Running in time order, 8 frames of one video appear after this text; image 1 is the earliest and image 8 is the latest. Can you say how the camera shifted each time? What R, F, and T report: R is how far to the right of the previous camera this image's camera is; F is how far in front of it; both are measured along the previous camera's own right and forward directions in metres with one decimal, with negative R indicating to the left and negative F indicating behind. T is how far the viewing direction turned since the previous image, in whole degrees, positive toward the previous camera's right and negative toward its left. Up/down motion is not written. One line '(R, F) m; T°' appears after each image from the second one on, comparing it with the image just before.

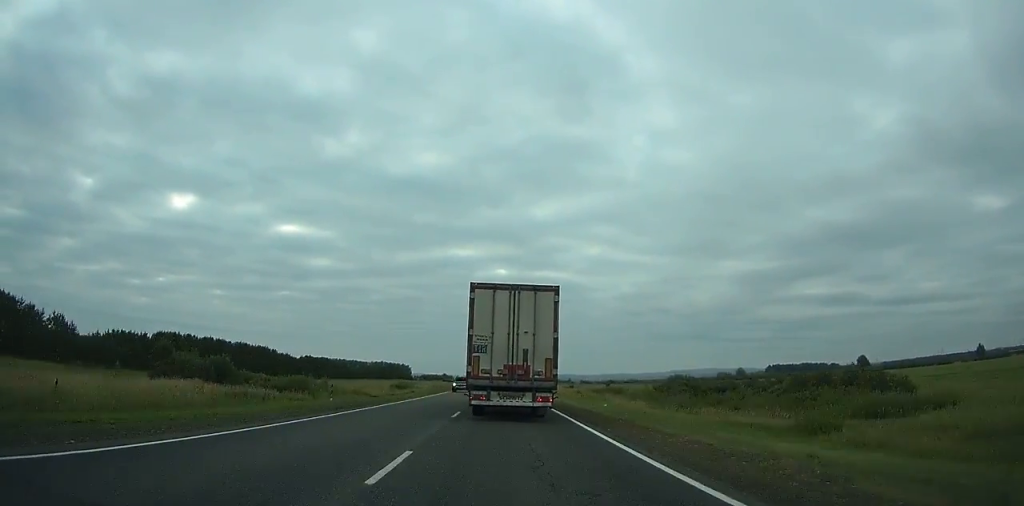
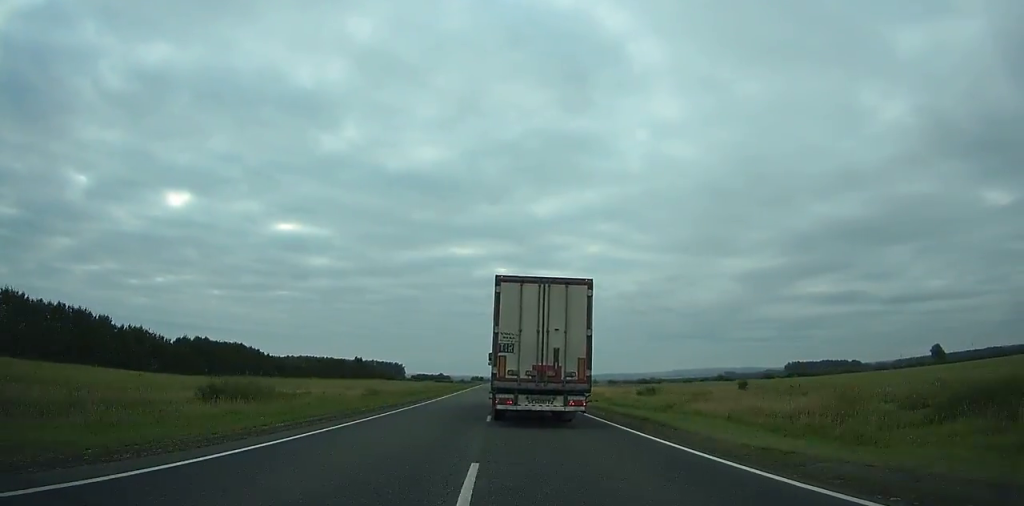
(-0.6, +85.4) m; -1°
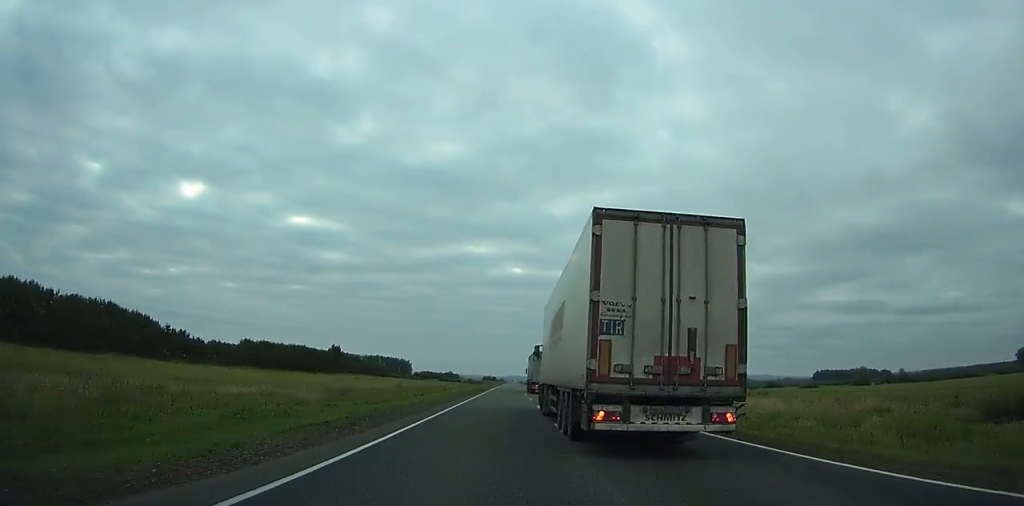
(-0.3, +62.9) m; 0°
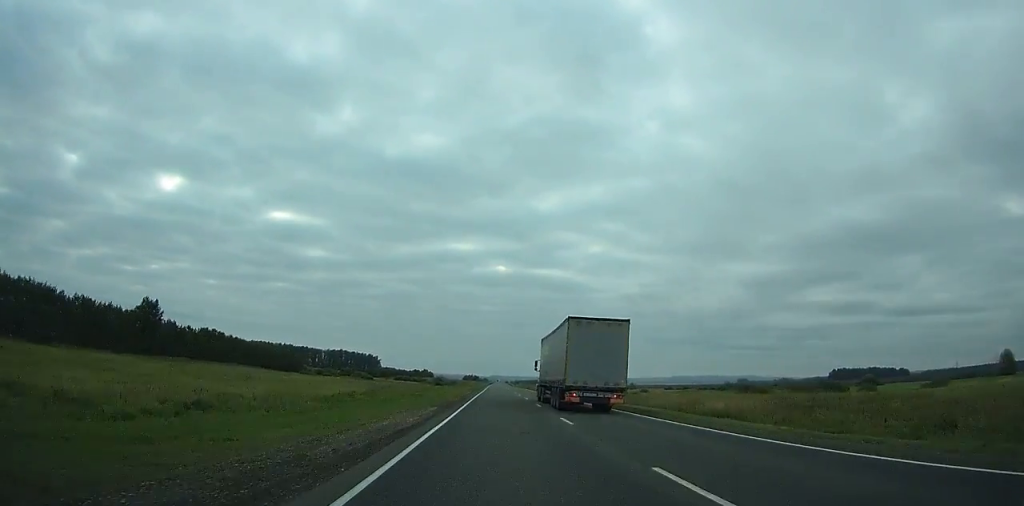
(+0.3, +113.5) m; +1°
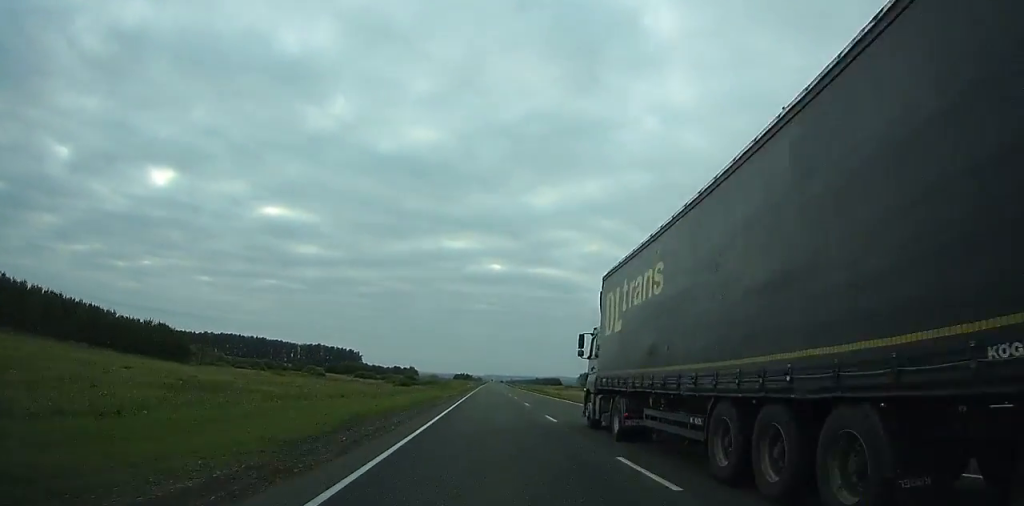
(+0.3, +68.7) m; 0°
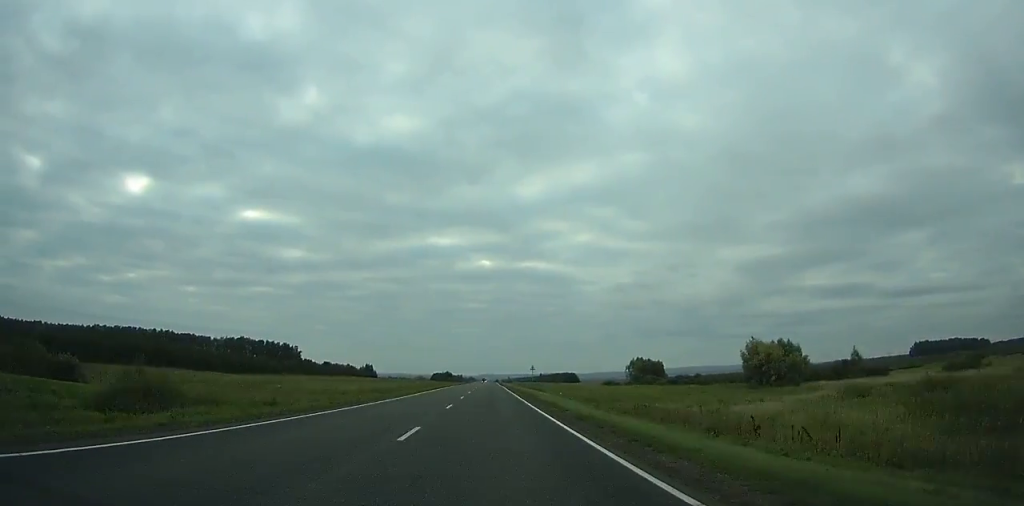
(+3.3, +182.3) m; +1°
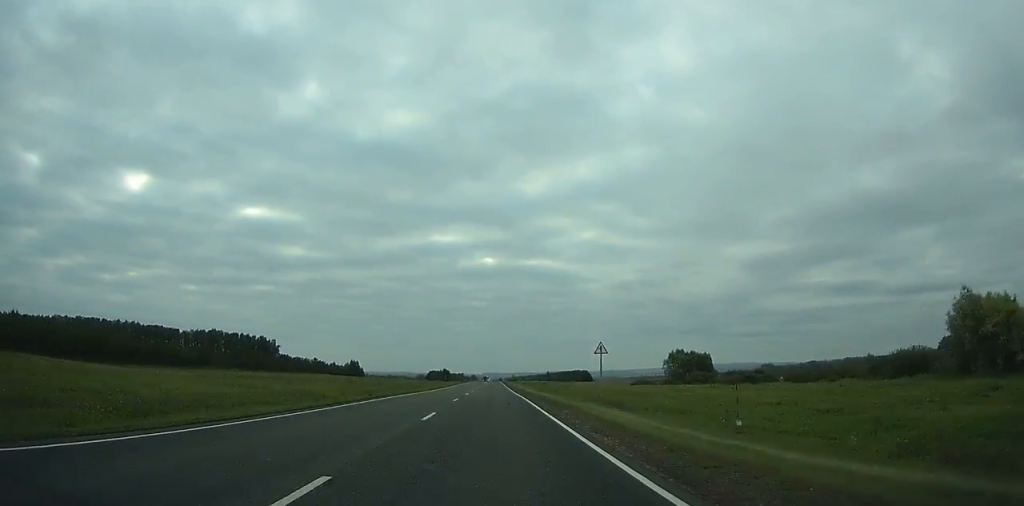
(-0.4, +53.6) m; 0°
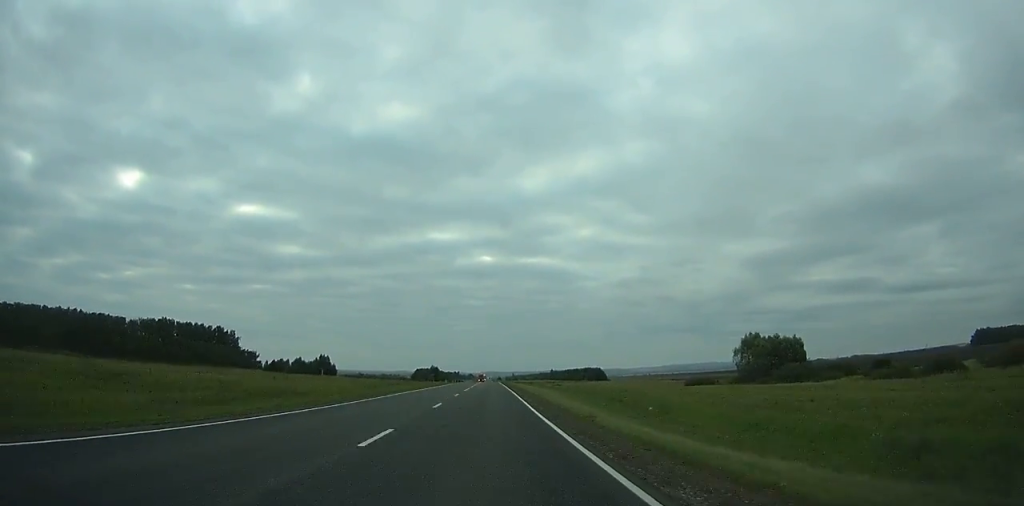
(-0.3, +65.8) m; 0°
